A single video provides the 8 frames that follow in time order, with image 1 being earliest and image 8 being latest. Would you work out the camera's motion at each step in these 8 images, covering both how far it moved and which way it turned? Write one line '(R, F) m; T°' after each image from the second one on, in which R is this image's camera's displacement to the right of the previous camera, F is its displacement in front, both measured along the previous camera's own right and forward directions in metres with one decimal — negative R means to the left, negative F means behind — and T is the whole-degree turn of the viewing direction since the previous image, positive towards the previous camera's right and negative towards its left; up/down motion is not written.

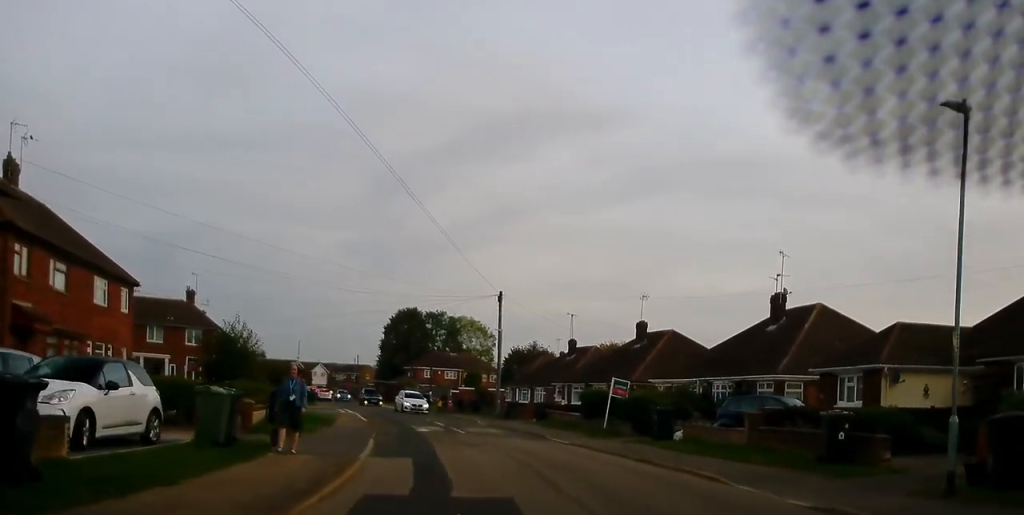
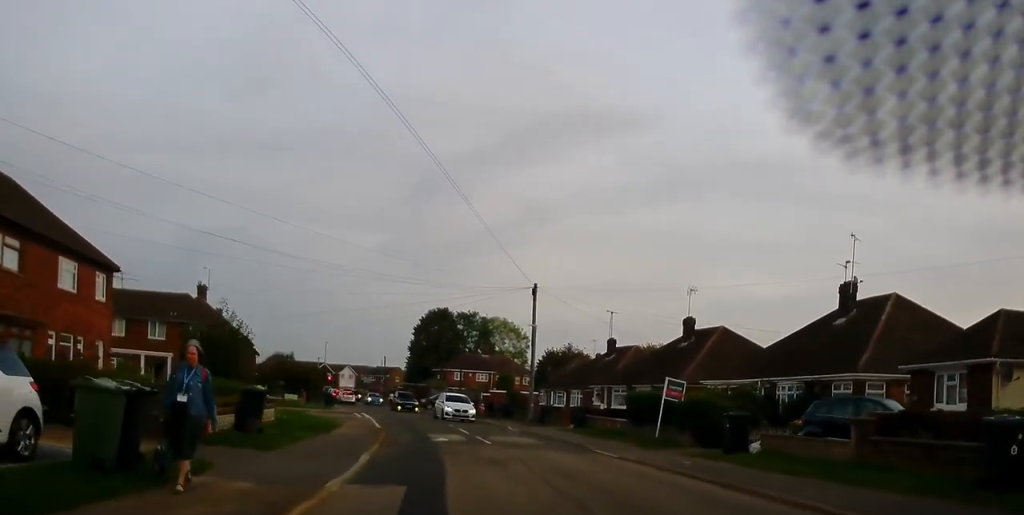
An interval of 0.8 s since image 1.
(+0.1, +4.9) m; +1°
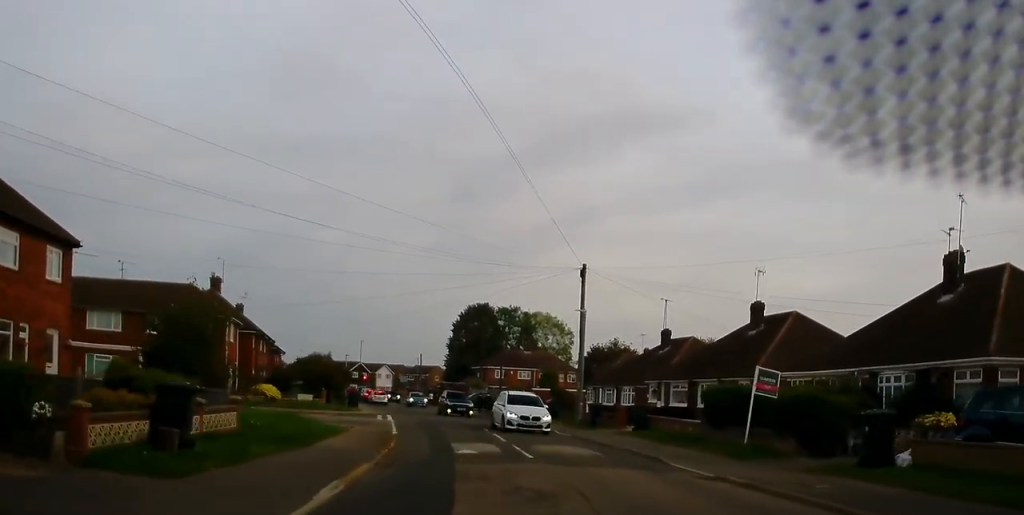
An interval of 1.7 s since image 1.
(-0.1, +6.1) m; -3°
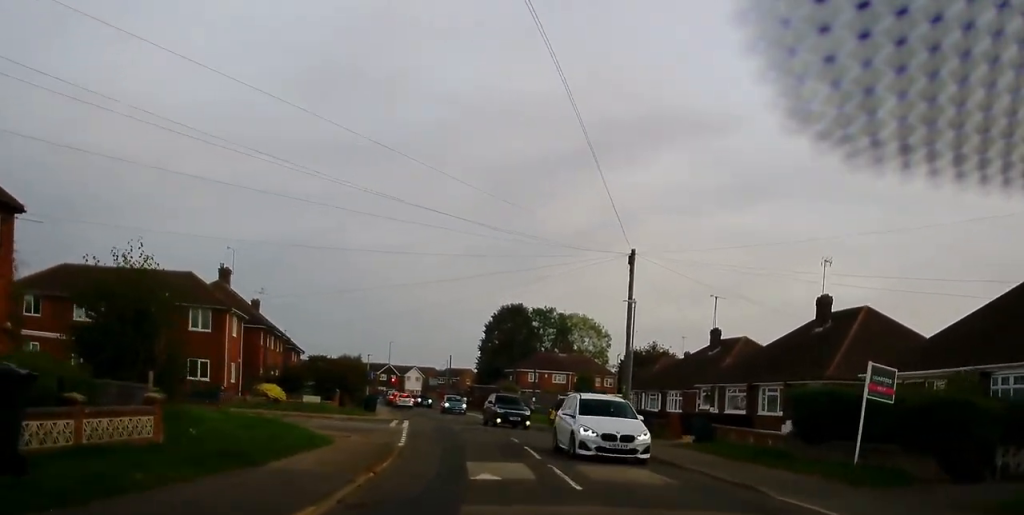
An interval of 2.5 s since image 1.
(-0.2, +5.5) m; -5°
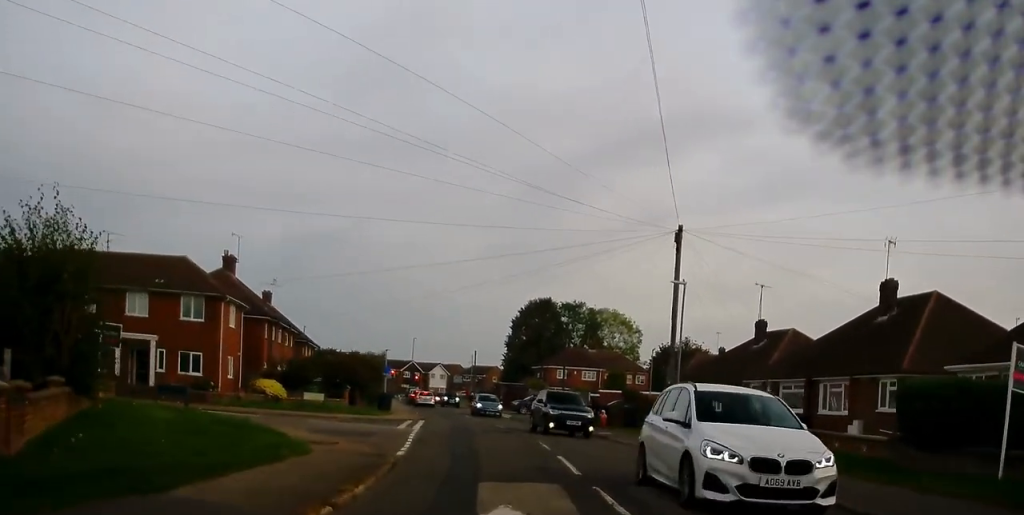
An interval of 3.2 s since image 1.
(-0.2, +4.5) m; -3°
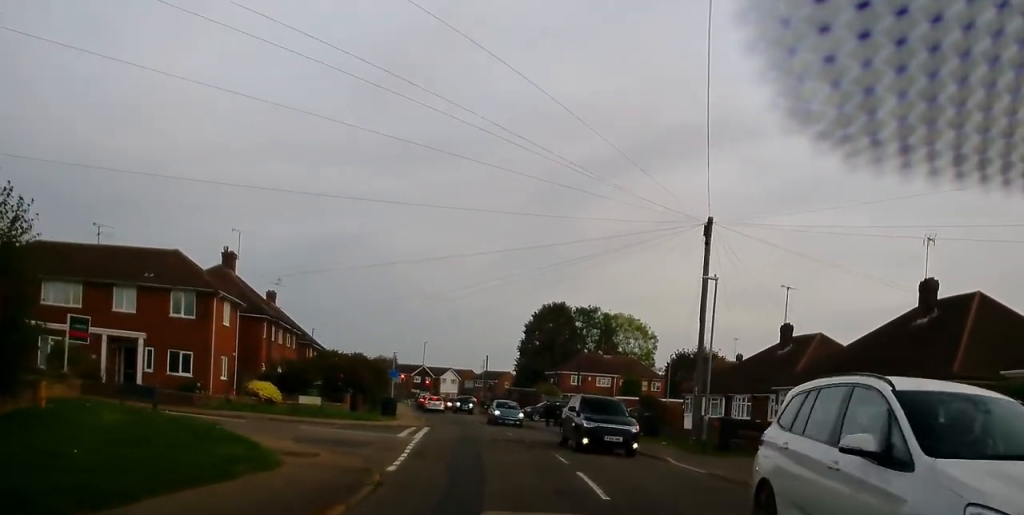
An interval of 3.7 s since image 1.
(-0.1, +2.7) m; -1°
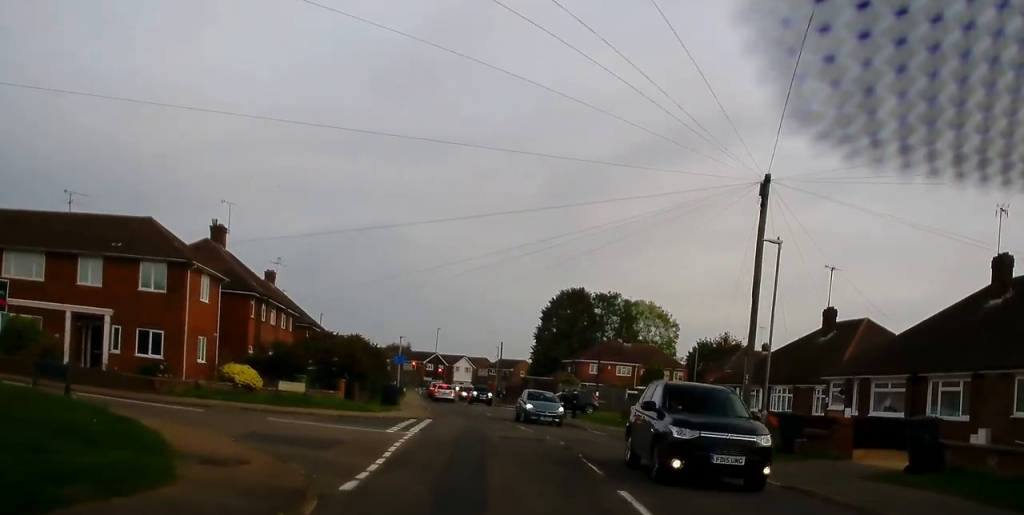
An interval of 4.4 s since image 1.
(0.0, +4.7) m; 0°
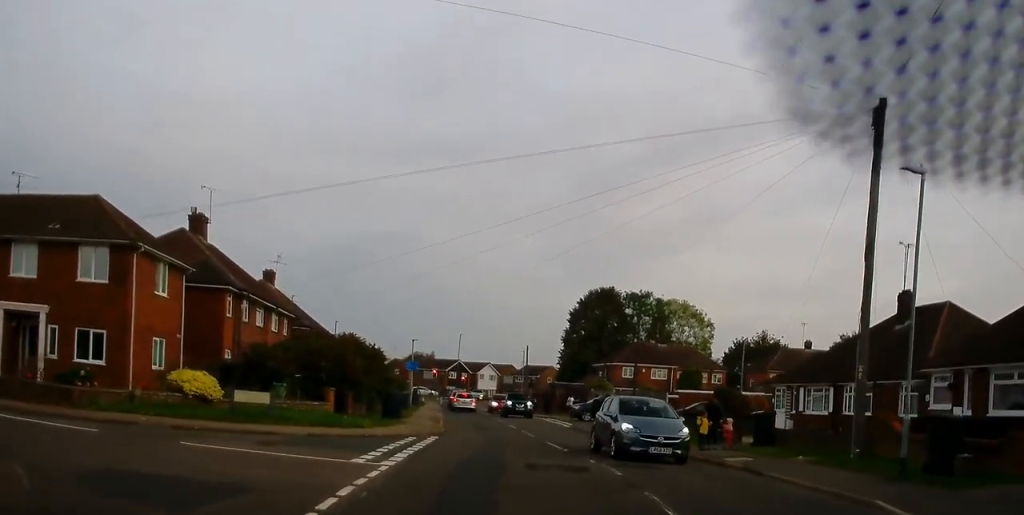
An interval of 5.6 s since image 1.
(0.0, +6.8) m; 0°
